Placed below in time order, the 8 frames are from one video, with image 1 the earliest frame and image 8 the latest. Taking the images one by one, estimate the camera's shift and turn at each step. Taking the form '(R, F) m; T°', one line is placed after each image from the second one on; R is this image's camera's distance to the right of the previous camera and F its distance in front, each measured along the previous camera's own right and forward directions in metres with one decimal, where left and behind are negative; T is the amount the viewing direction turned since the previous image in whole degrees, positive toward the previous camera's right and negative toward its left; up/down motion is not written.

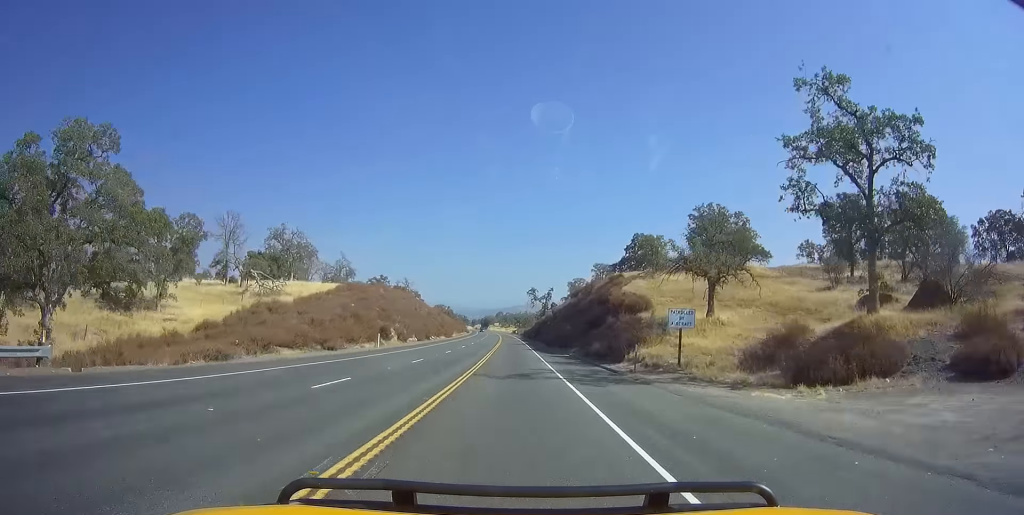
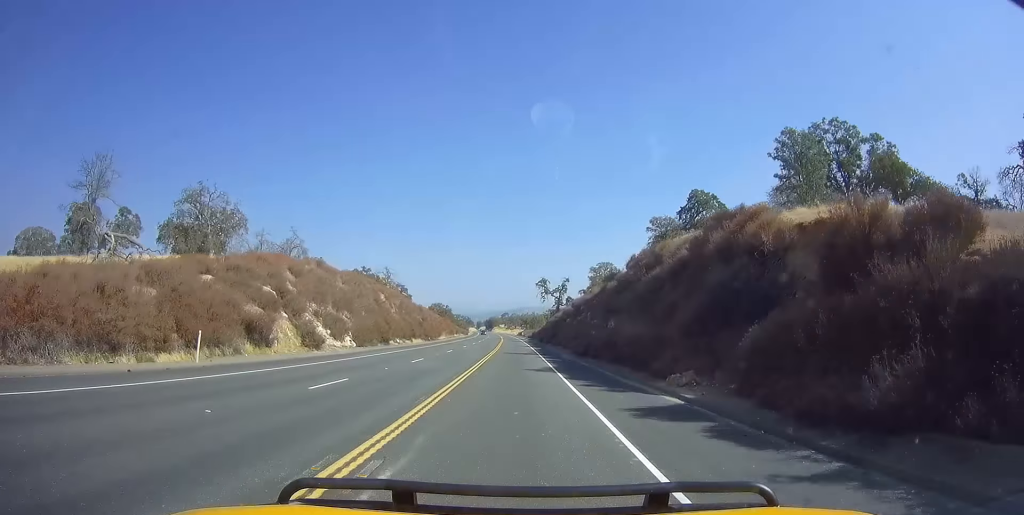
(0.0, +29.3) m; 0°
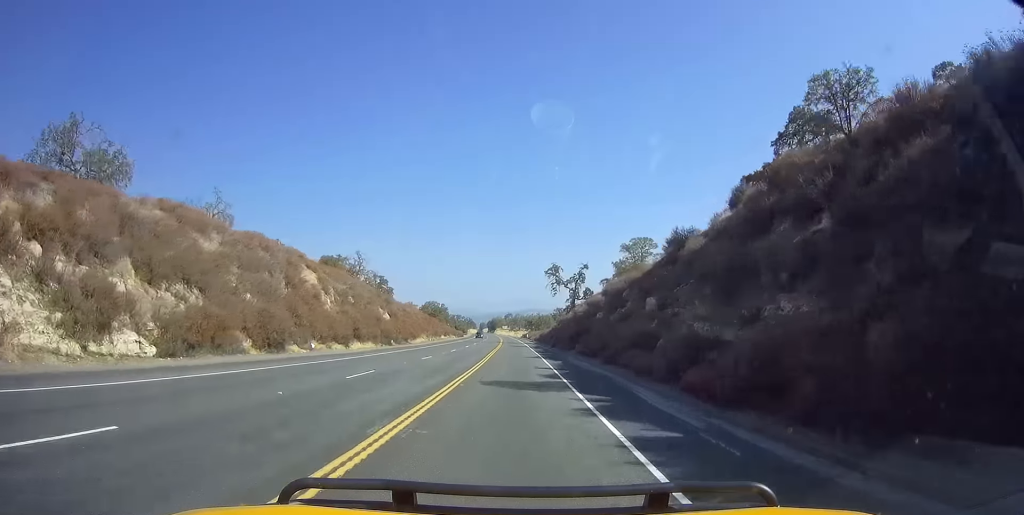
(0.0, +25.7) m; 0°
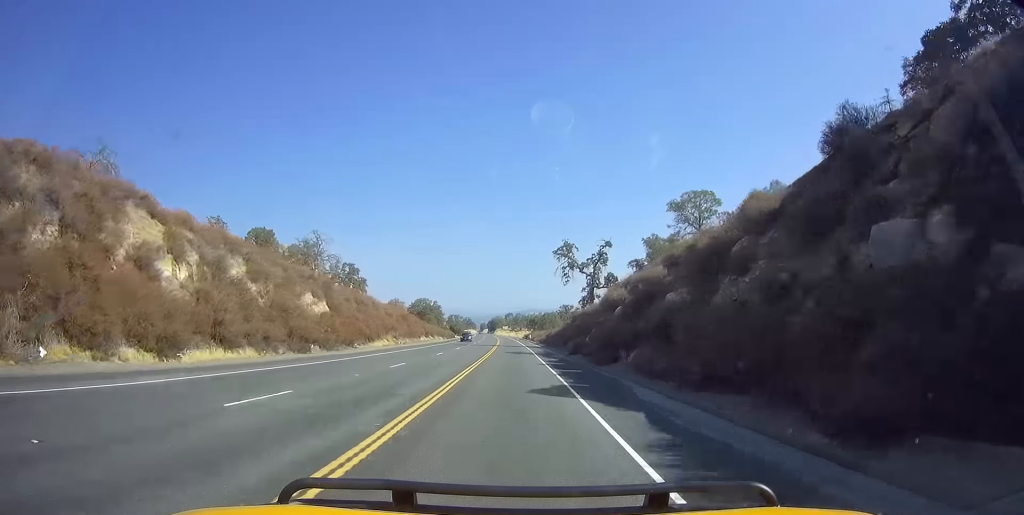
(0.0, +22.2) m; 0°
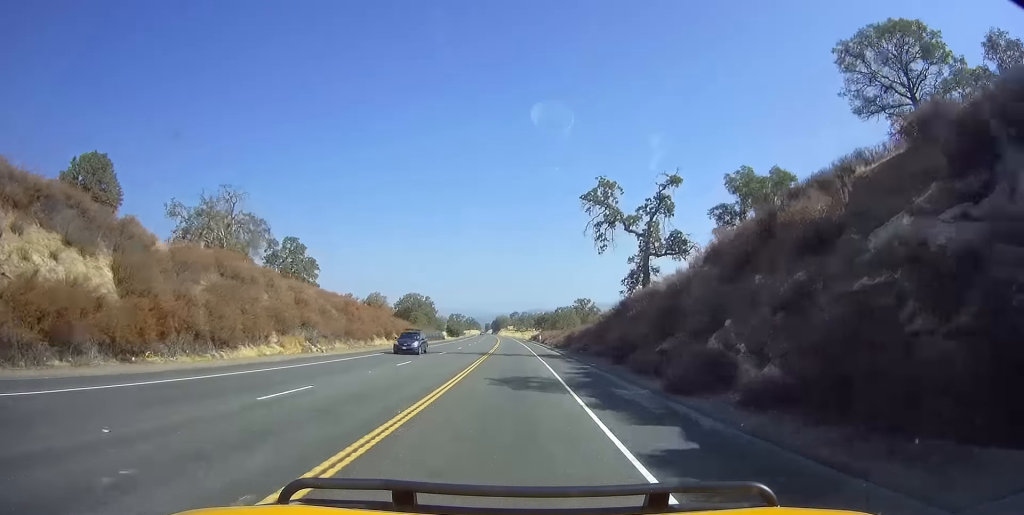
(0.0, +27.5) m; -1°
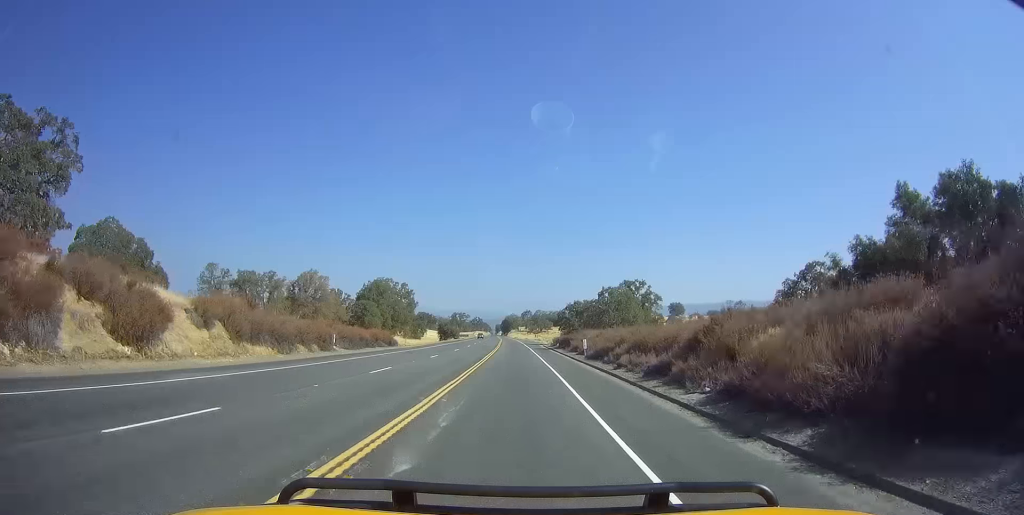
(-0.9, +48.8) m; -1°
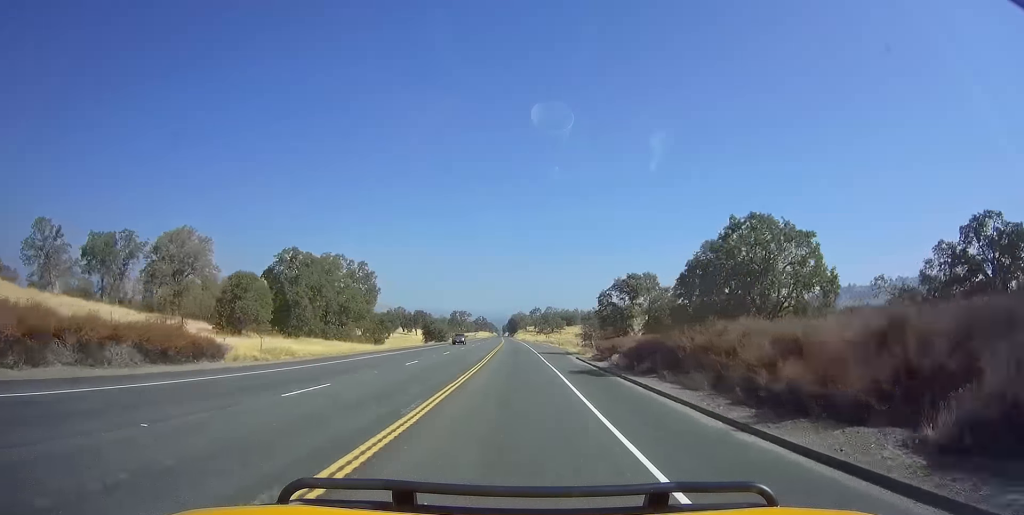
(0.0, +37.7) m; -1°
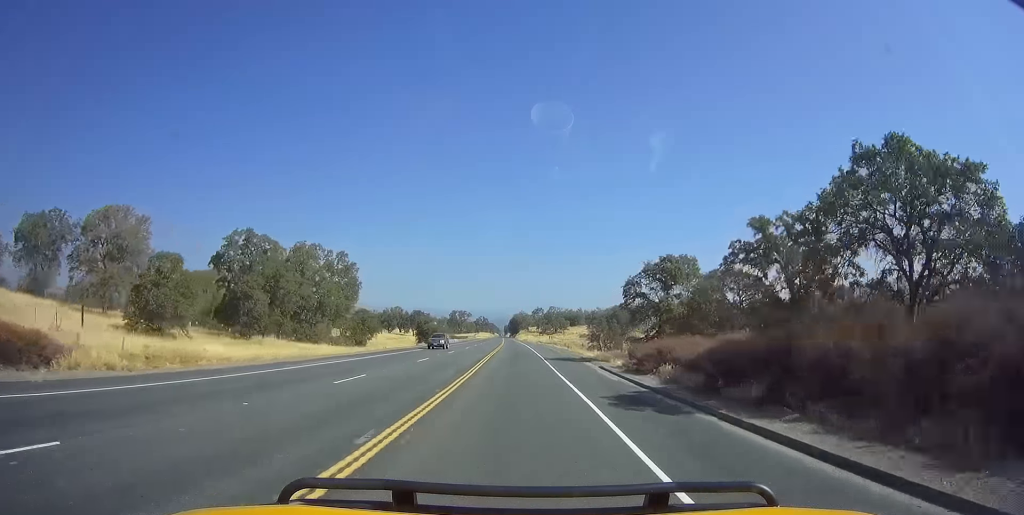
(-0.1, +10.8) m; 0°
